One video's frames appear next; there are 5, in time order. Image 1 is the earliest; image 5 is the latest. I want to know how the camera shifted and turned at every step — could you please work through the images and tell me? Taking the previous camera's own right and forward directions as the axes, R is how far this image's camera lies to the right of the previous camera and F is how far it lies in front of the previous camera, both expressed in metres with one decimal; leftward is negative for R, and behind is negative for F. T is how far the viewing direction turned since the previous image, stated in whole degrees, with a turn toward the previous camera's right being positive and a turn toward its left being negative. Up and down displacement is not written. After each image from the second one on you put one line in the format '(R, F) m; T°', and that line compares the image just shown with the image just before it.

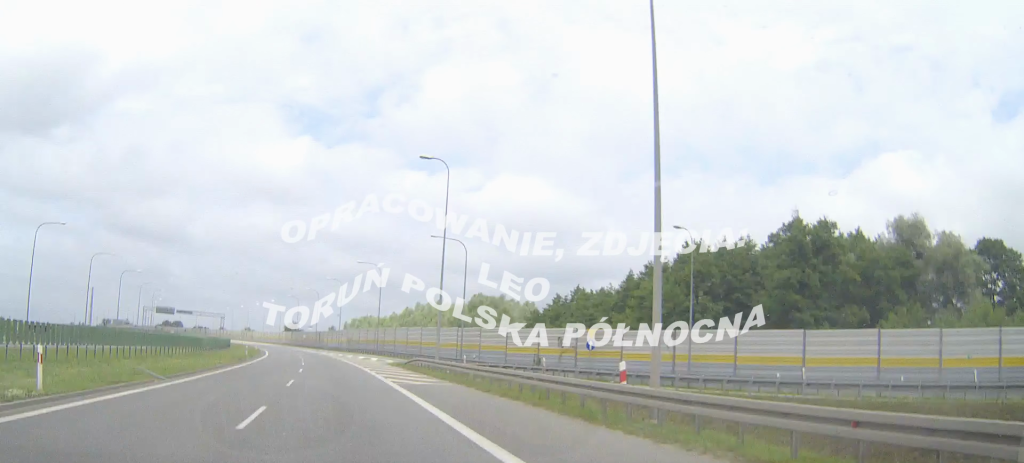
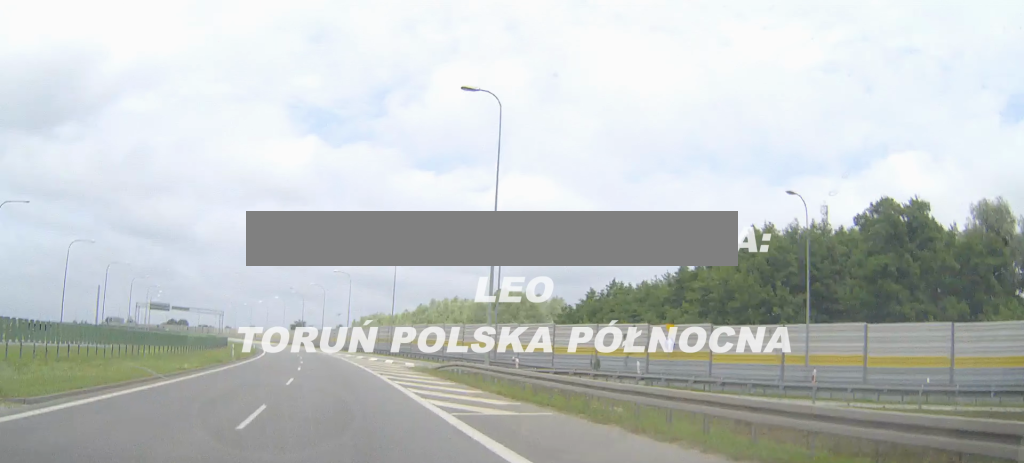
(0.0, +12.2) m; -1°
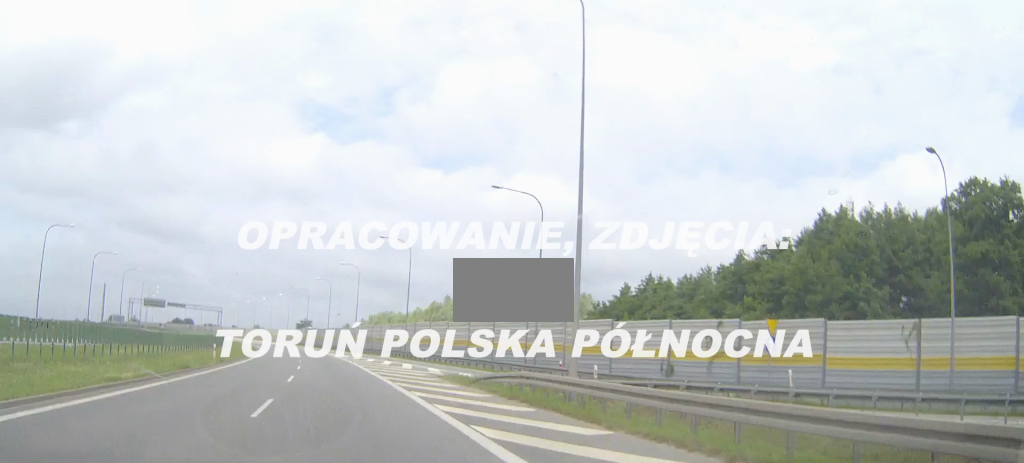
(-0.1, +10.6) m; -1°
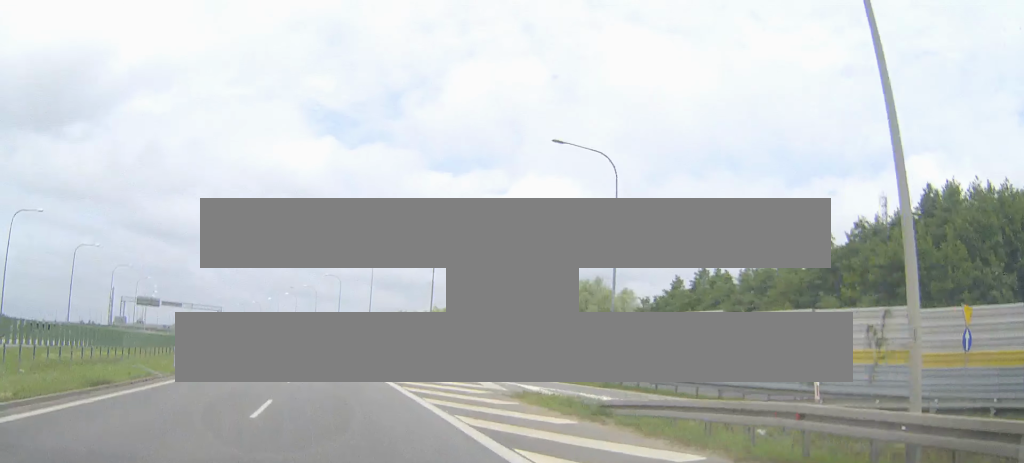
(-0.1, +12.2) m; -1°
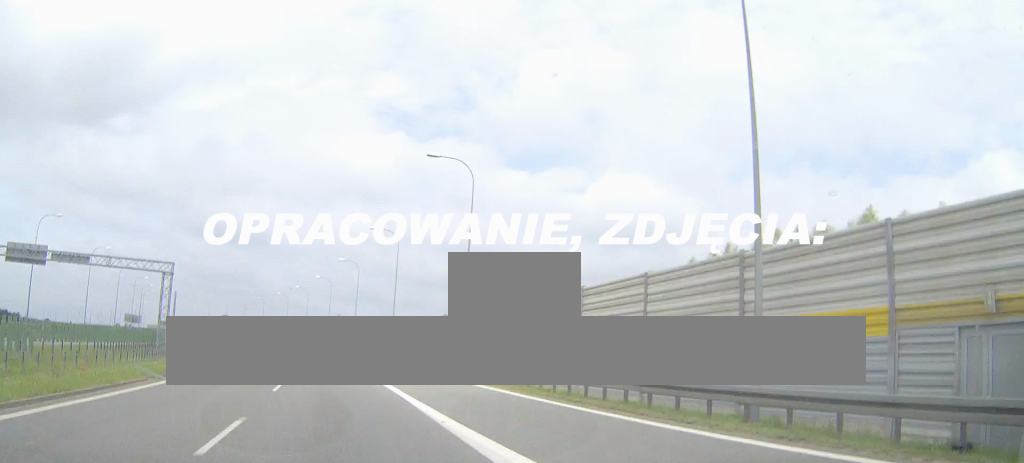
(-3.1, +76.1) m; -5°
